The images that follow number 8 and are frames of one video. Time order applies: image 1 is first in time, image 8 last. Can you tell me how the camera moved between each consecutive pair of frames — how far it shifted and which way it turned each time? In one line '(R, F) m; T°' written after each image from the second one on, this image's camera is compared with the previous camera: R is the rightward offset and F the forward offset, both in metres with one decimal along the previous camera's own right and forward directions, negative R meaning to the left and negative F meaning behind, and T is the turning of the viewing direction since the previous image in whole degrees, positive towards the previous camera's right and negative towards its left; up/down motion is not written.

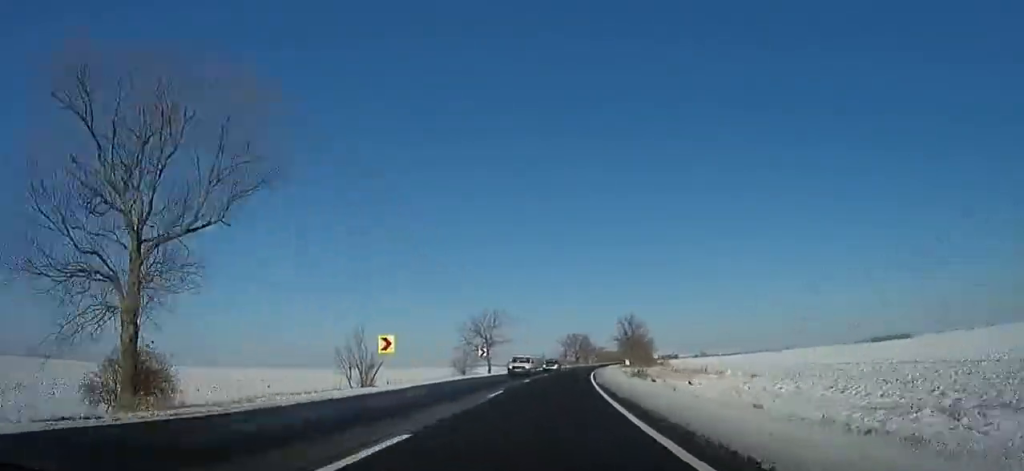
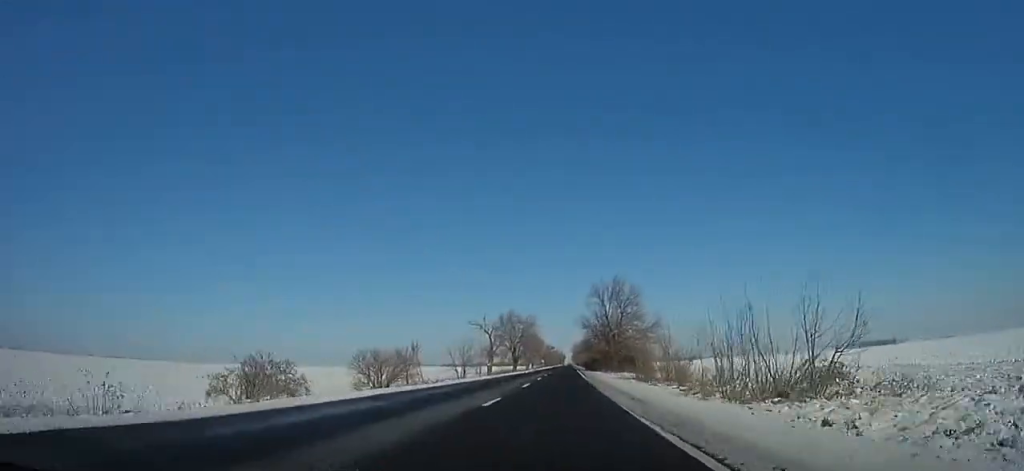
(+2.0, +62.0) m; +5°
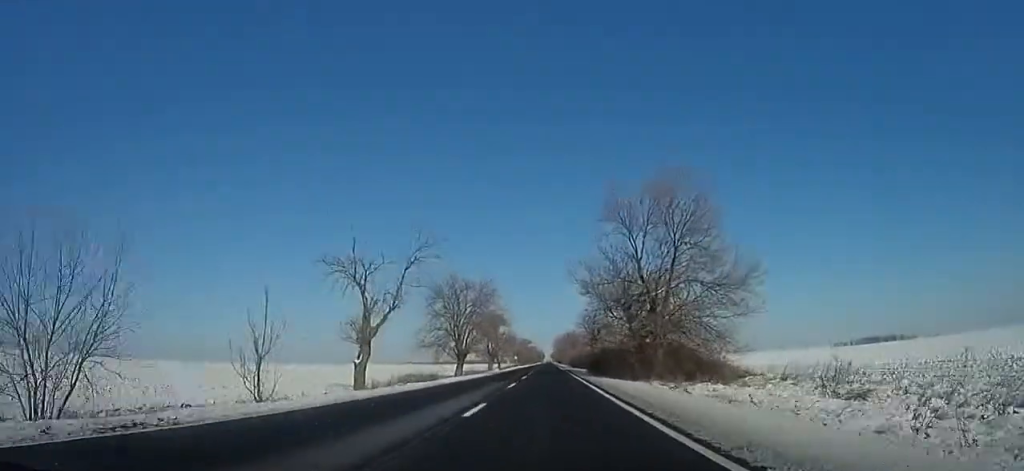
(+1.6, +38.9) m; +3°
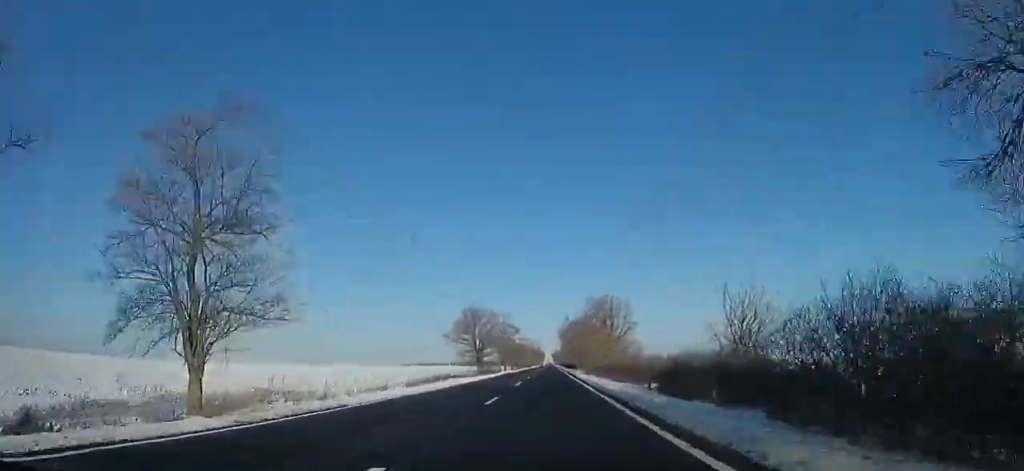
(+1.2, +79.5) m; 0°
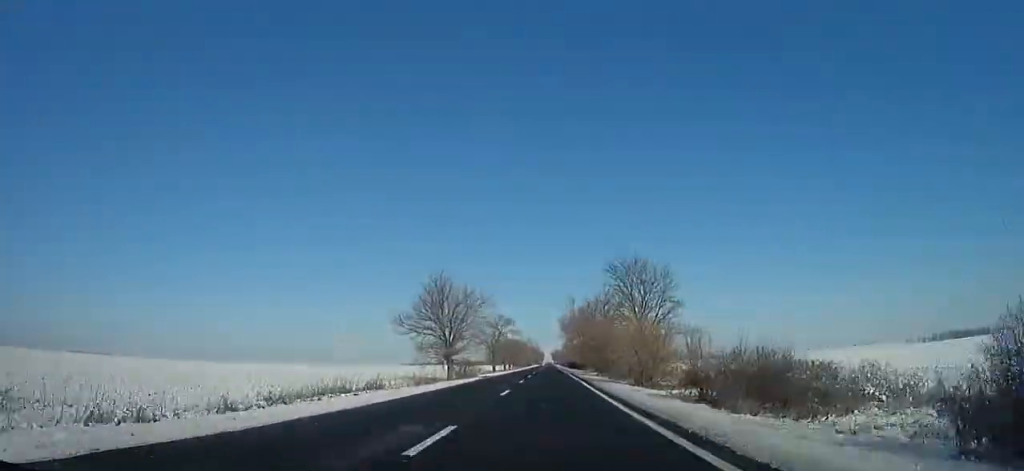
(-0.4, +20.0) m; 0°
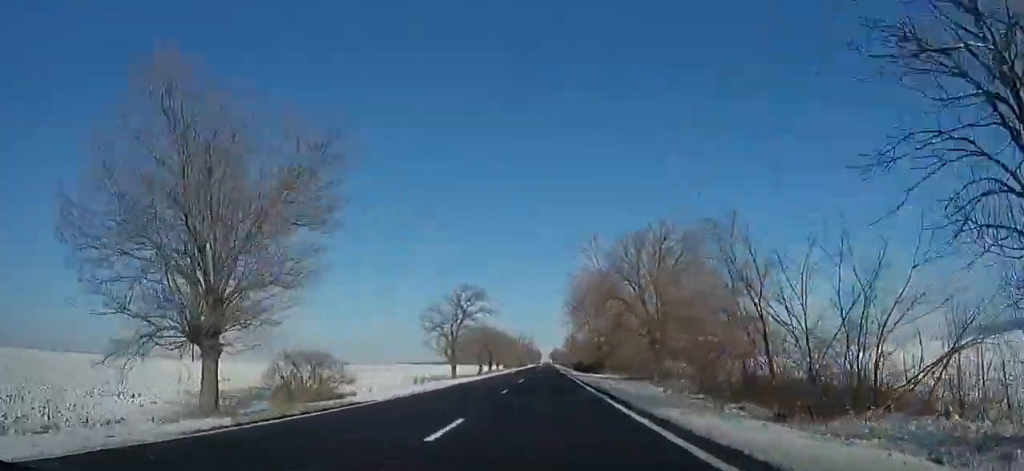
(0.0, +34.7) m; 0°
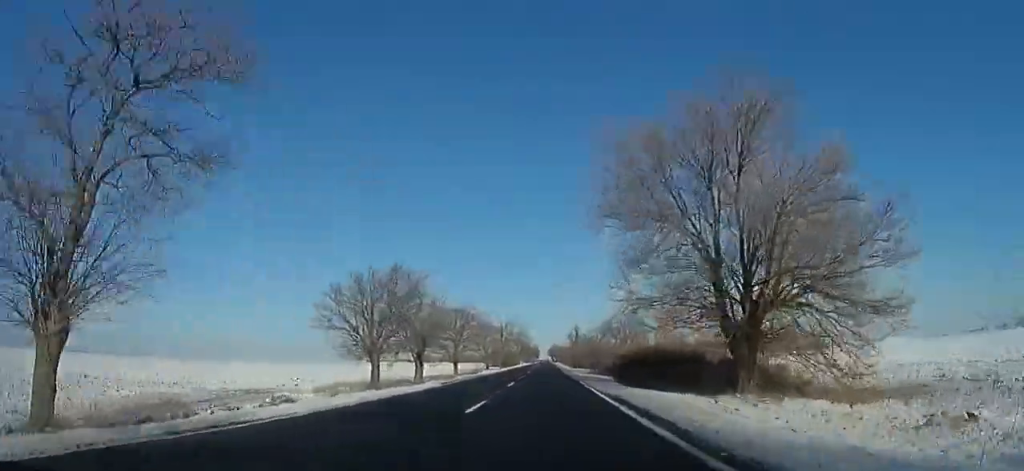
(+0.5, +44.1) m; +1°
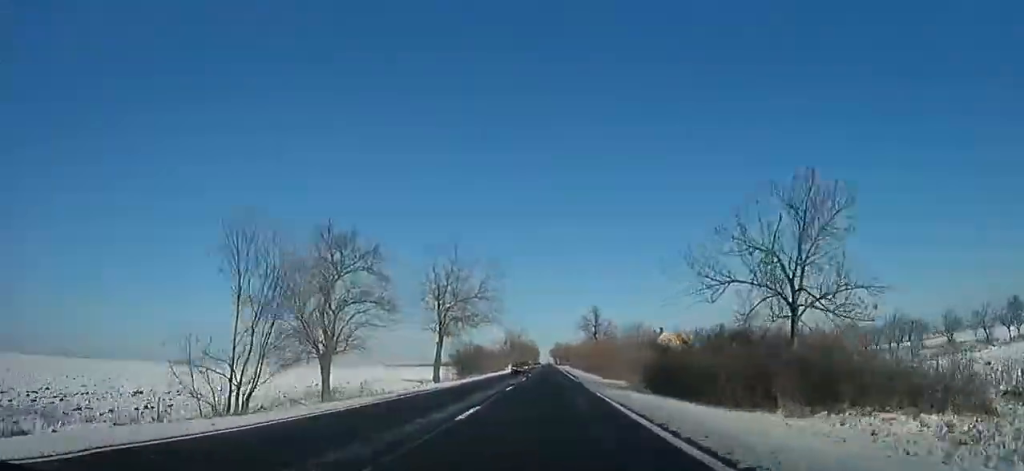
(0.0, +60.9) m; 0°
